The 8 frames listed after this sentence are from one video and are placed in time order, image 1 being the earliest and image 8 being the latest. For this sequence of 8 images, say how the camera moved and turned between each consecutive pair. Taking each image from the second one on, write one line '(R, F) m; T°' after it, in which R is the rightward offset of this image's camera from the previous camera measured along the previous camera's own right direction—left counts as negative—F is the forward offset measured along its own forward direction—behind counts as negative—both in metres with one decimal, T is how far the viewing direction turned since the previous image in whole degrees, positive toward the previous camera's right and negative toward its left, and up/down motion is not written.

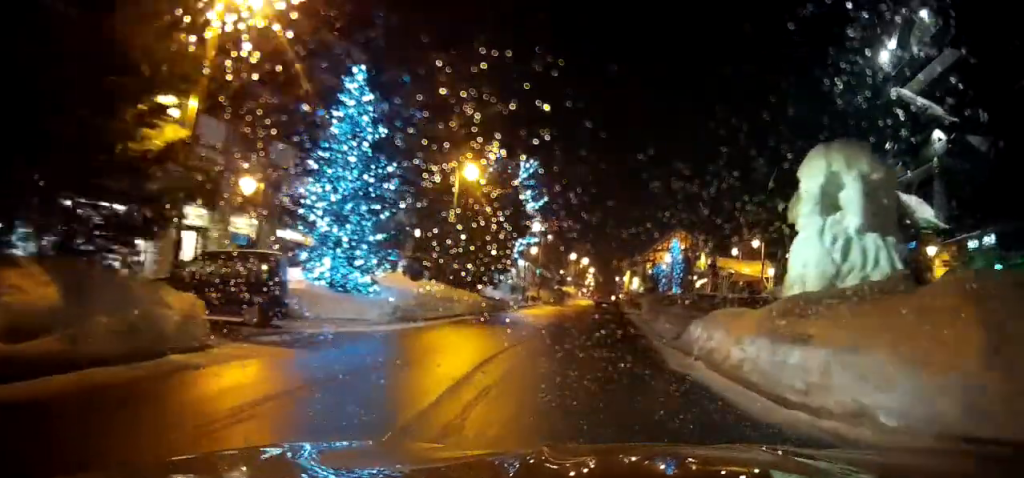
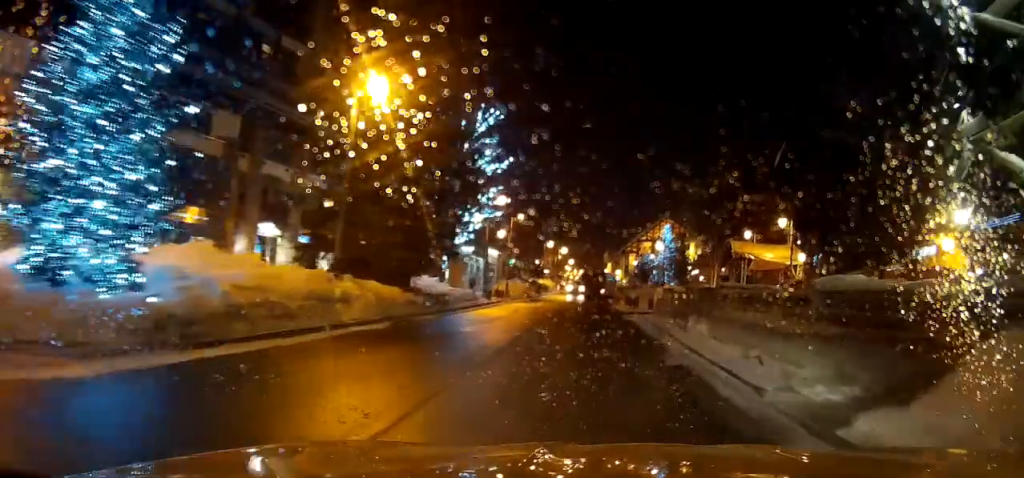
(+0.3, +11.9) m; +4°
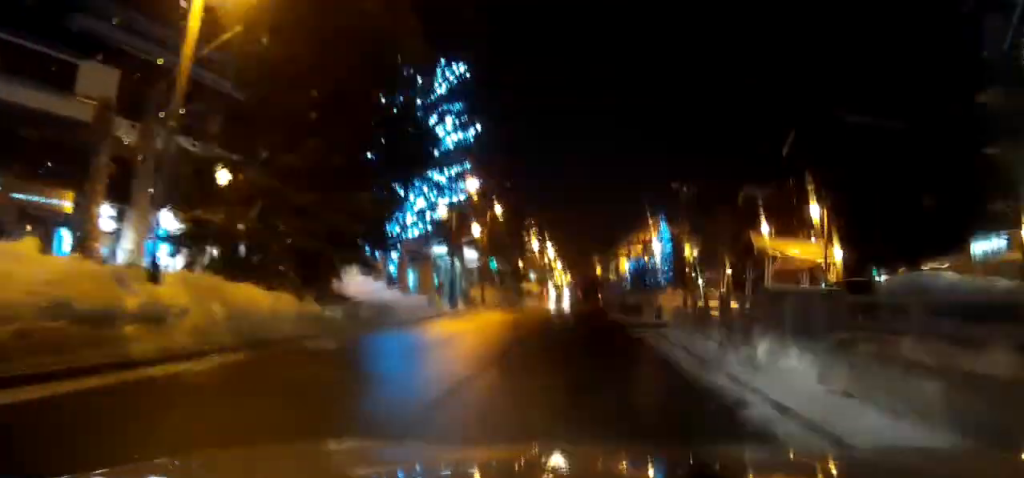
(+0.2, +7.9) m; +2°
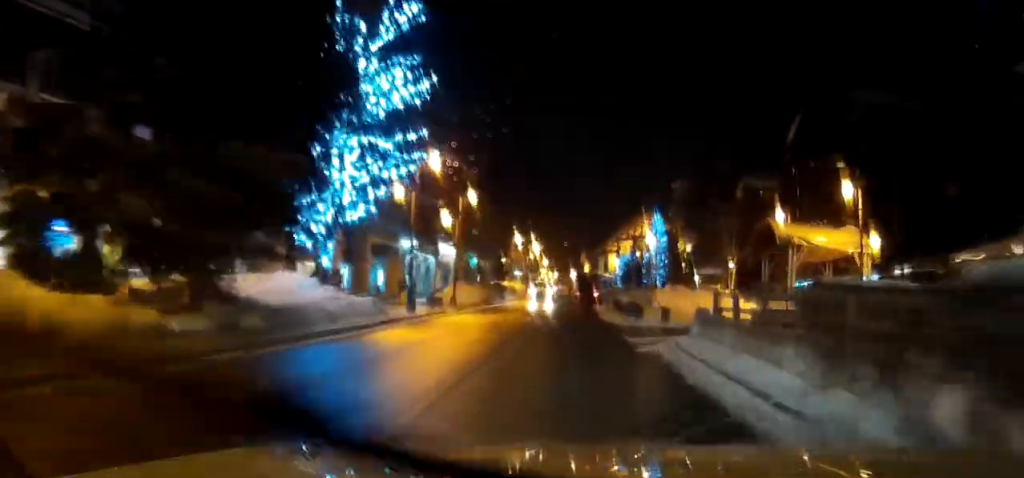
(0.0, +6.2) m; +1°
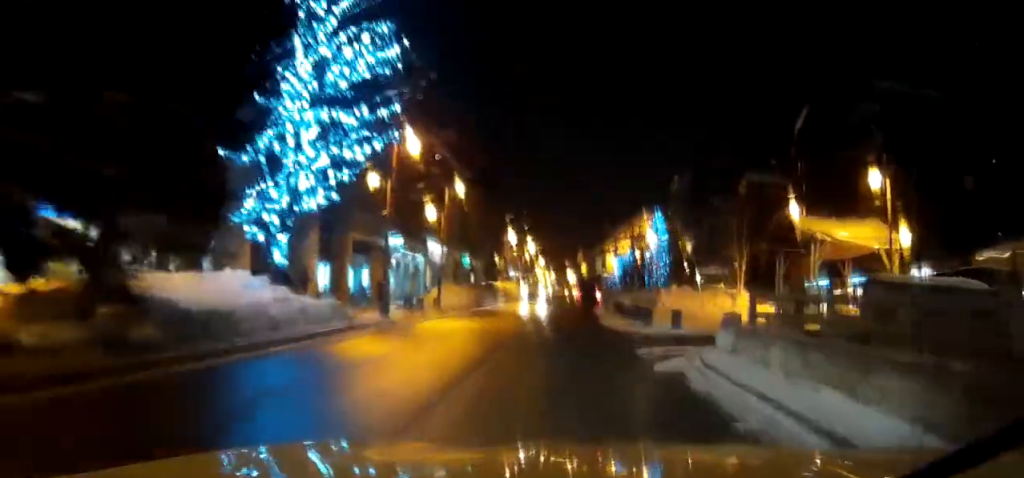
(+0.1, +3.3) m; +1°
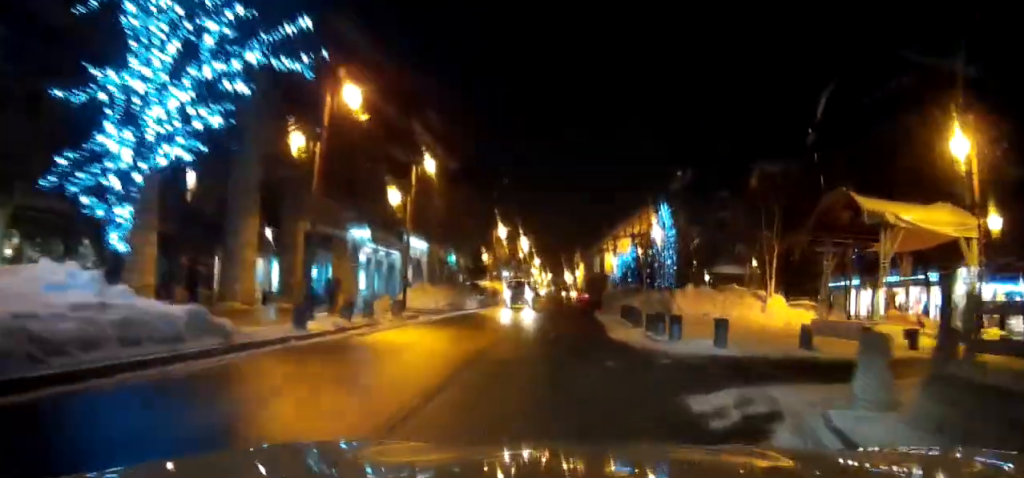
(+0.1, +7.1) m; +1°
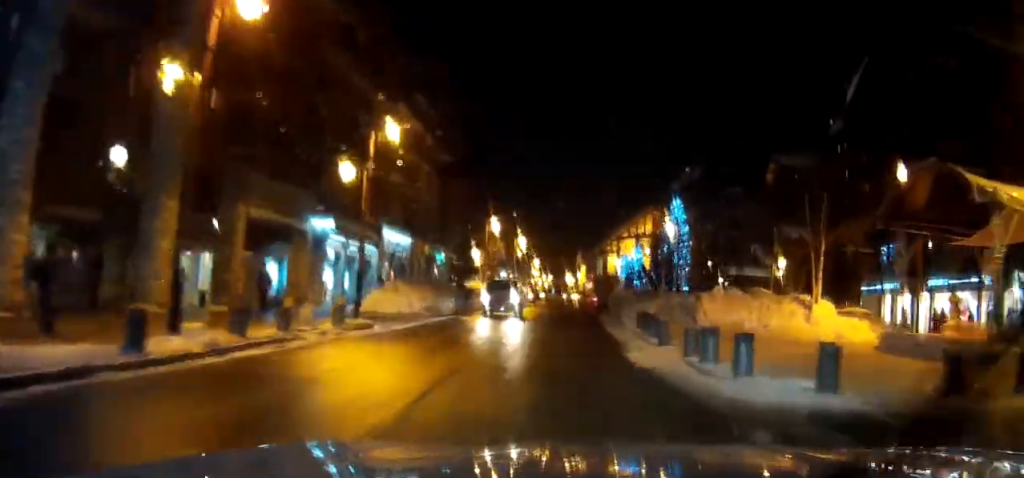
(0.0, +6.7) m; 0°
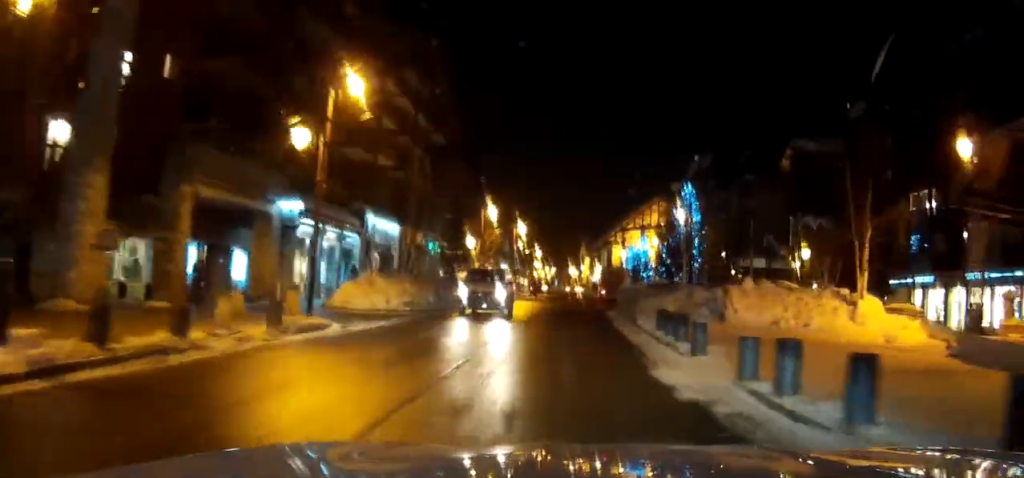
(0.0, +4.5) m; 0°
